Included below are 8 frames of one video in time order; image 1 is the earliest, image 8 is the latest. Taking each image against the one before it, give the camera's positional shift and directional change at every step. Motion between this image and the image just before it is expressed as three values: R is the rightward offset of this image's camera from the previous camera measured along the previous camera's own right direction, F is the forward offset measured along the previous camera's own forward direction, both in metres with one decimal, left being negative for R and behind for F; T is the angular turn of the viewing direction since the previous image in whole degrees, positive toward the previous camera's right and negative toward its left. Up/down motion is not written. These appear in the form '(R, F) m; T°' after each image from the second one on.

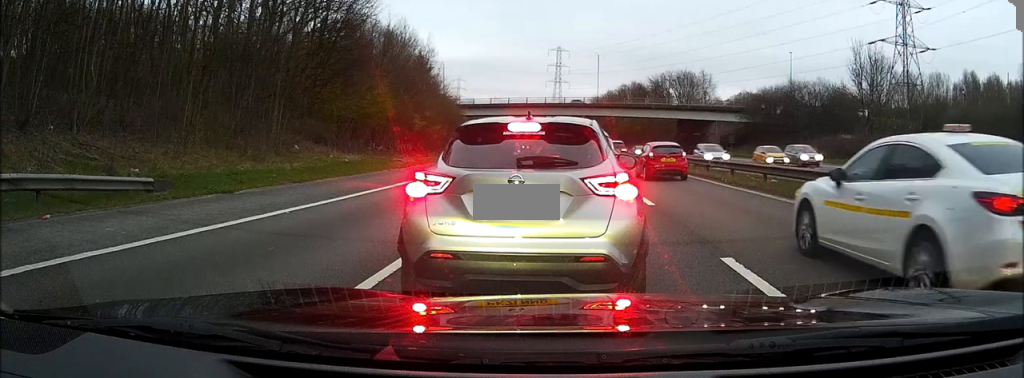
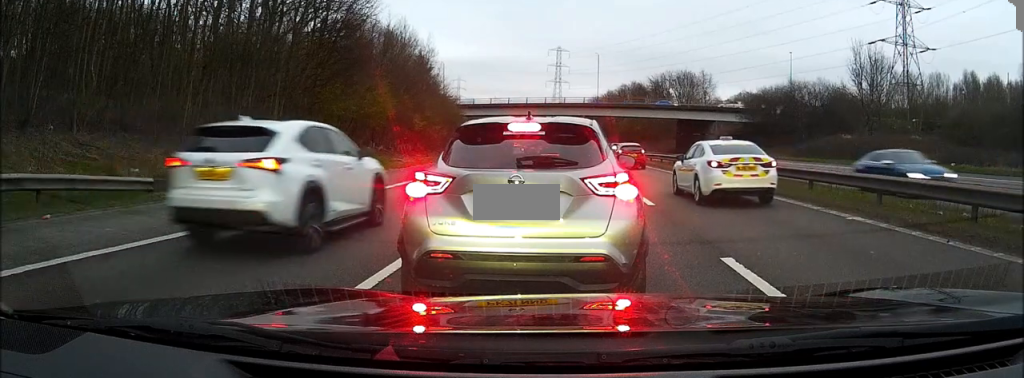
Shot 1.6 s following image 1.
(0.0, 0.0) m; 0°
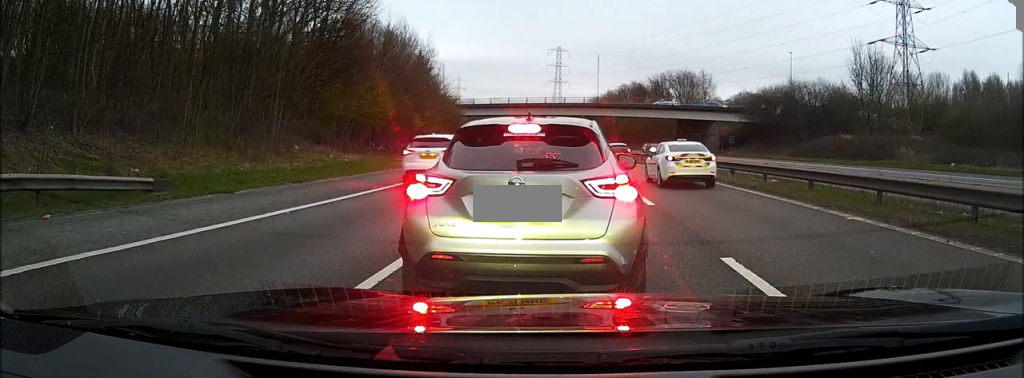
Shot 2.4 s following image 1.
(0.0, 0.0) m; 0°
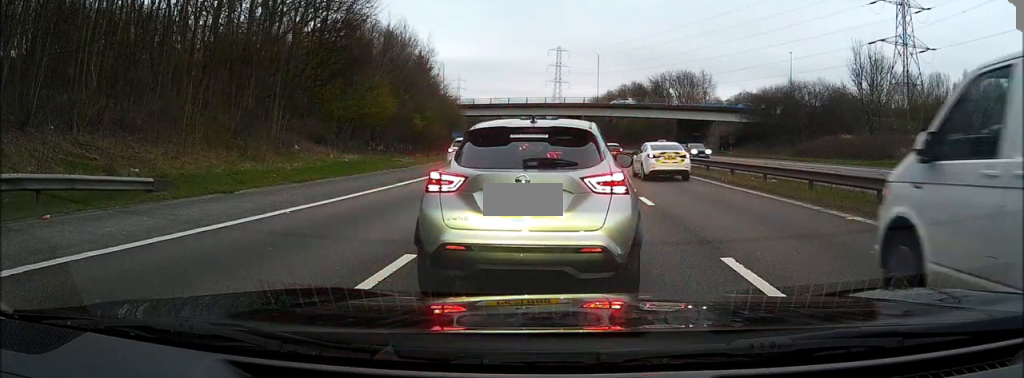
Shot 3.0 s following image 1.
(0.0, 0.0) m; 0°
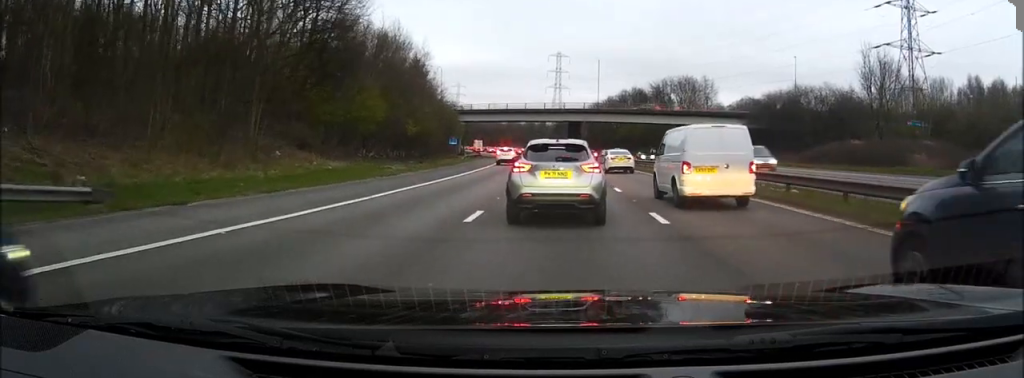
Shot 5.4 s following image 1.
(-0.3, +1.4) m; 0°
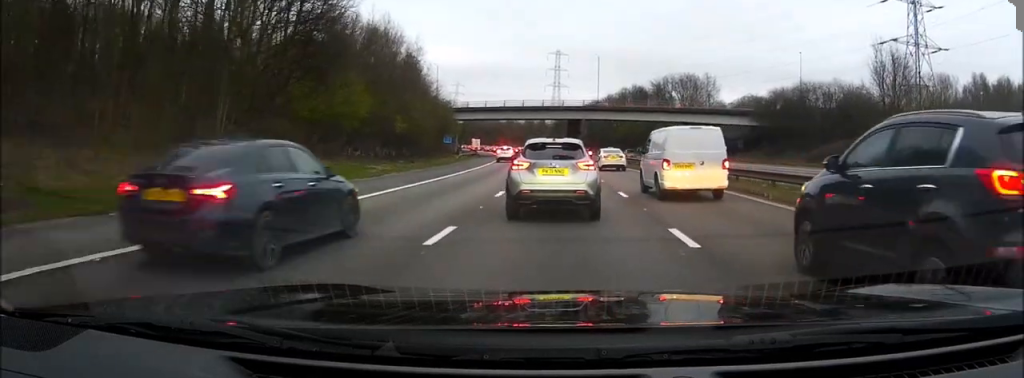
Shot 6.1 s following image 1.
(0.0, +1.4) m; +1°
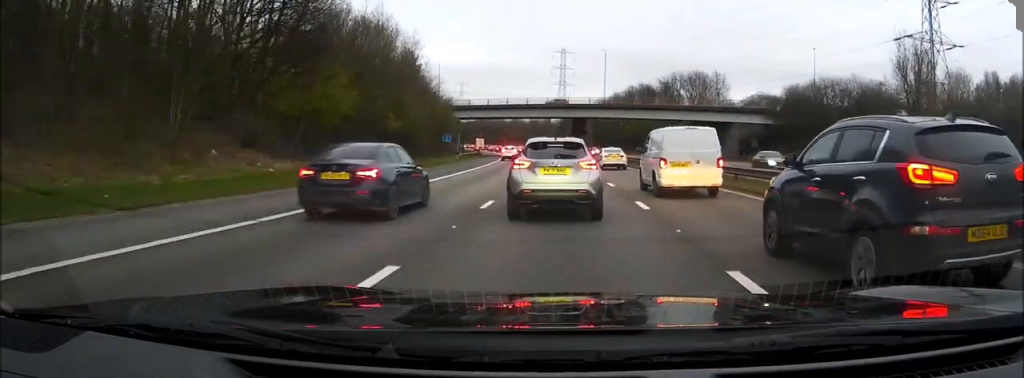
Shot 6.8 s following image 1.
(0.0, +1.7) m; -2°
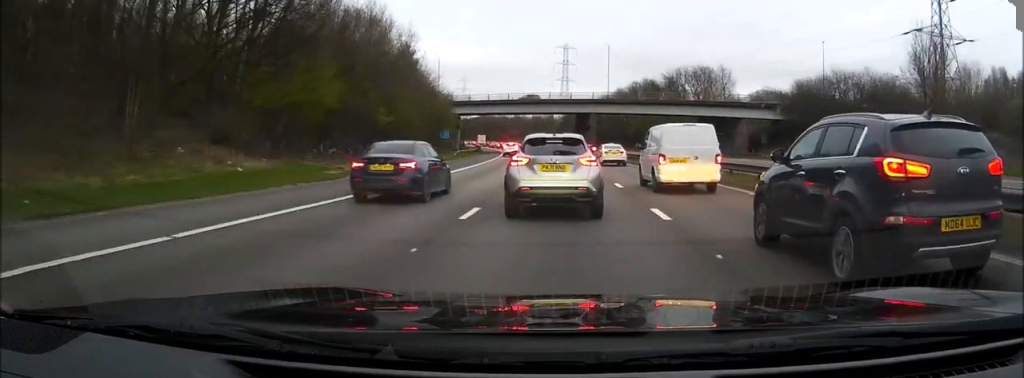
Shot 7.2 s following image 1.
(+0.1, +1.2) m; -2°
